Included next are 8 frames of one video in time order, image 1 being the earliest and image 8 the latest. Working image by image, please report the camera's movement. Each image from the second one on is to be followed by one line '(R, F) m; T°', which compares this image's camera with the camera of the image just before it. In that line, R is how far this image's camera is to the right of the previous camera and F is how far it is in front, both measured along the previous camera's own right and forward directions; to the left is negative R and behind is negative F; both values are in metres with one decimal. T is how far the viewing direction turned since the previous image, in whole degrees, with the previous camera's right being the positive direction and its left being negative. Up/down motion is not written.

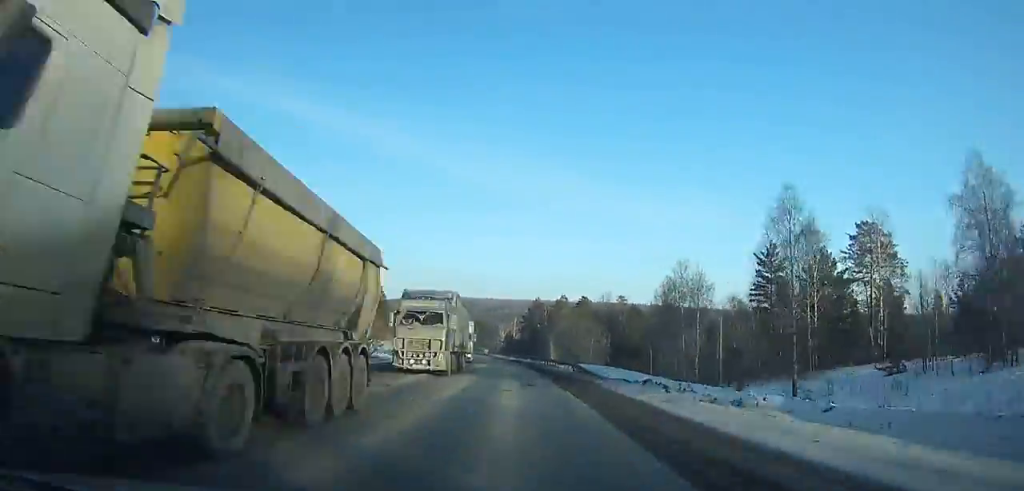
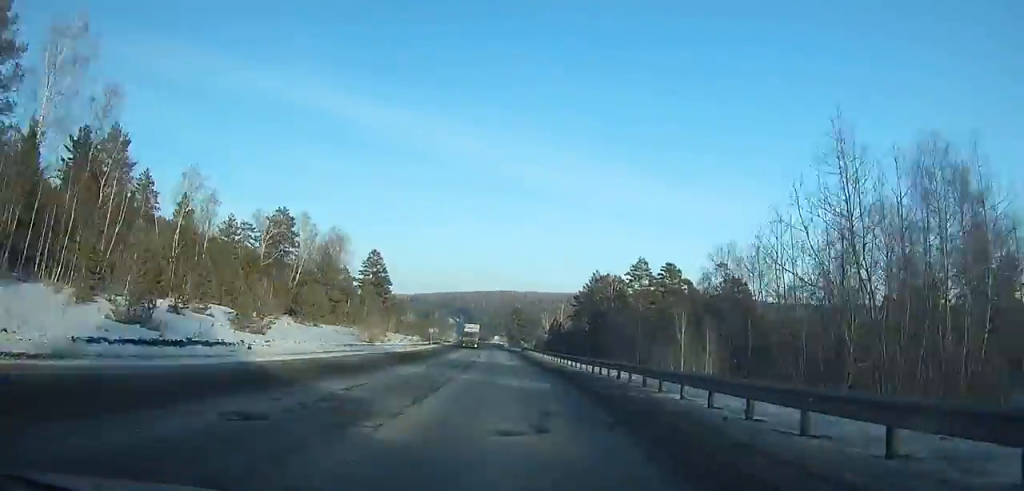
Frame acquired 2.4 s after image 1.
(-2.1, +56.7) m; -3°
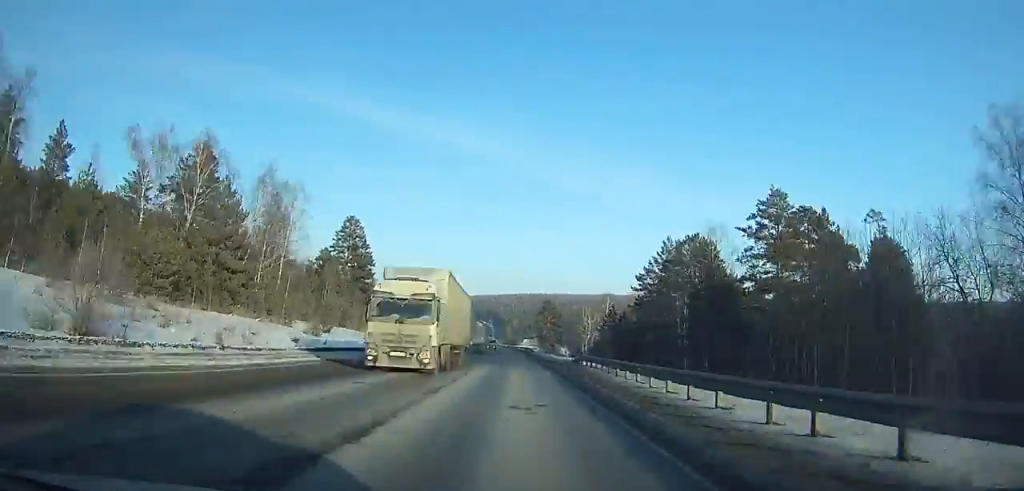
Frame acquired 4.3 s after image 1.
(-1.0, +44.9) m; -2°
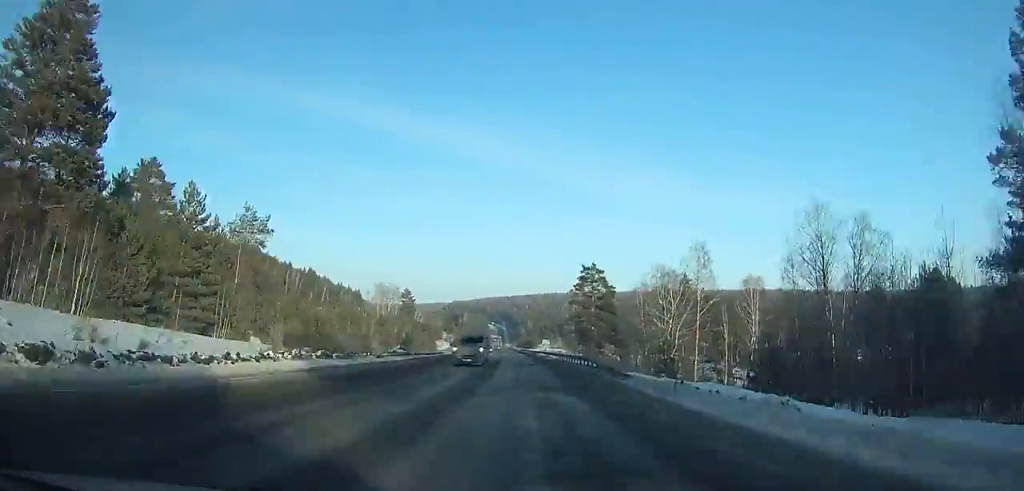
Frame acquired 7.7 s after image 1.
(-1.5, +80.2) m; -1°
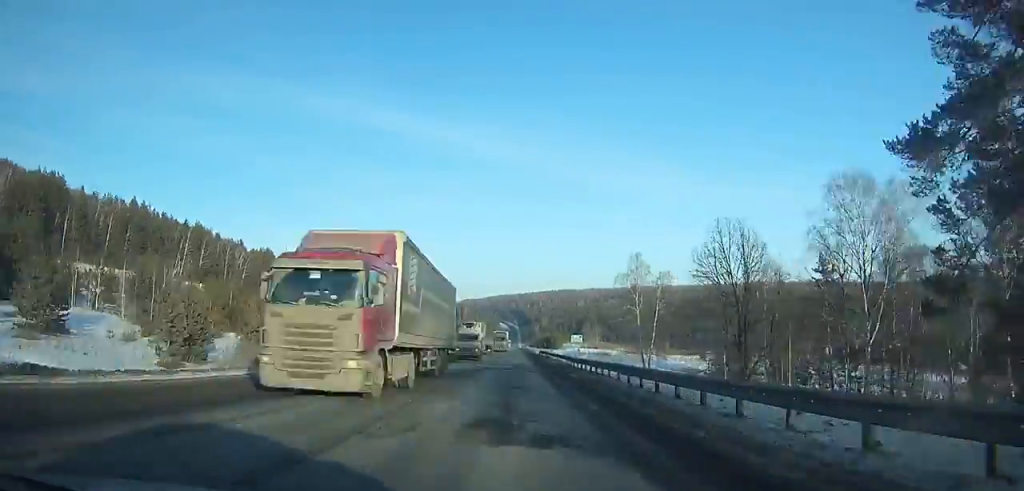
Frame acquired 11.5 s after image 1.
(-0.5, +89.6) m; -1°
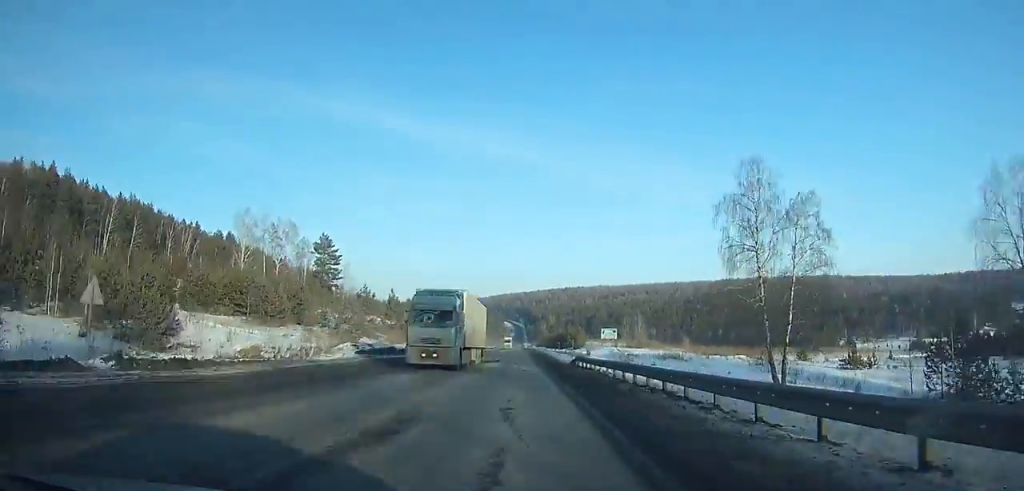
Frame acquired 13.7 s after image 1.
(-0.2, +51.8) m; -1°
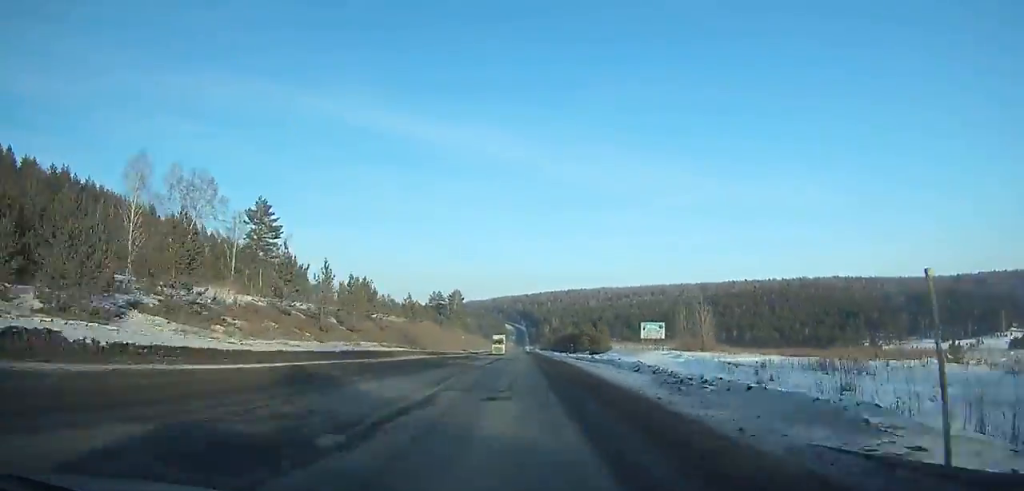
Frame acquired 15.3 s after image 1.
(-0.3, +37.7) m; 0°
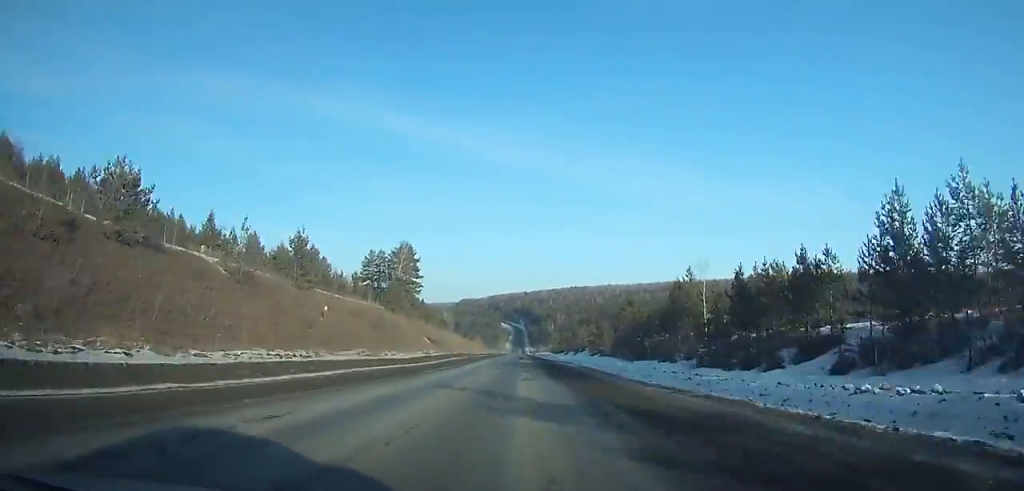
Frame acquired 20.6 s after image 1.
(+0.5, +125.2) m; 0°
